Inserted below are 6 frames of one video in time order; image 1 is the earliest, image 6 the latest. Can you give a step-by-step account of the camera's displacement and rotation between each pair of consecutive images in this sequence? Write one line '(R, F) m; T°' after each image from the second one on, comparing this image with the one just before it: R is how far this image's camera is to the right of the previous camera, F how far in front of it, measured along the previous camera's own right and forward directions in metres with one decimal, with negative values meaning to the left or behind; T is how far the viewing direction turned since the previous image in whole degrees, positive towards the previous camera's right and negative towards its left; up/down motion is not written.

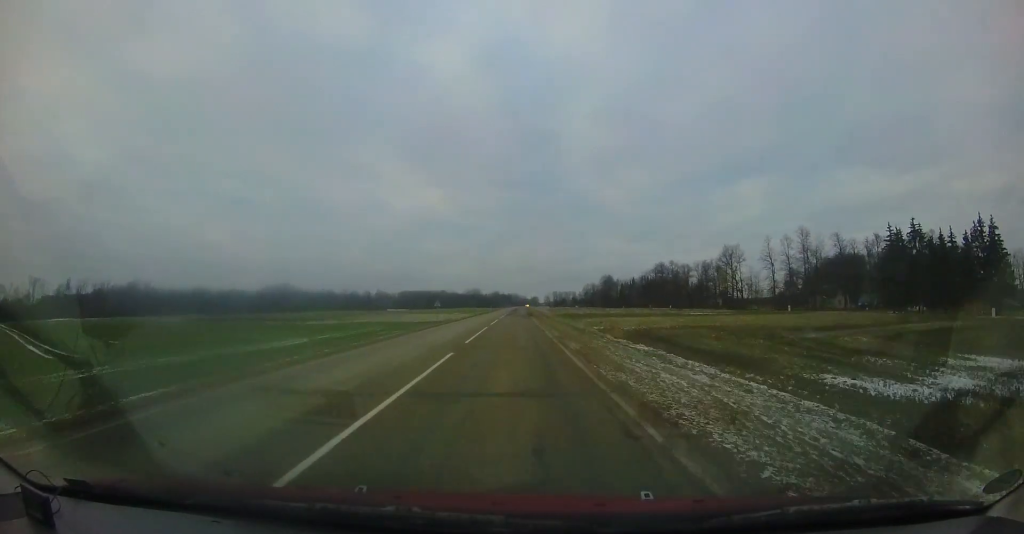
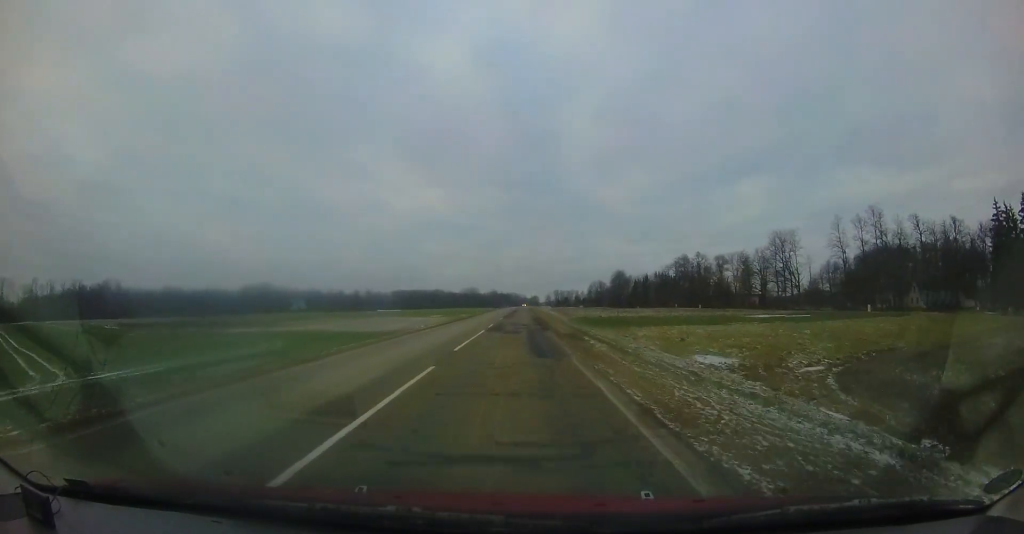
(+0.2, +26.3) m; +1°
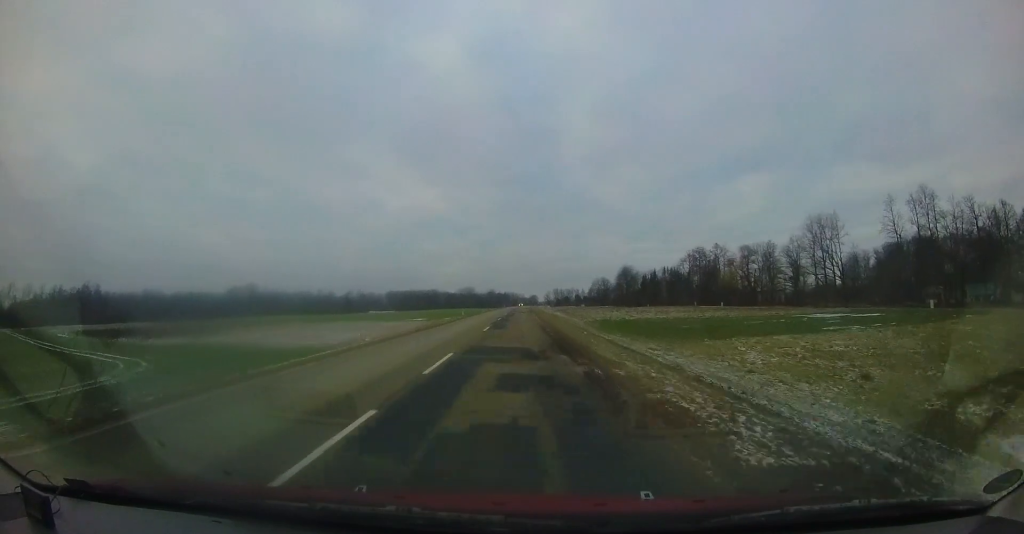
(0.0, +15.9) m; 0°
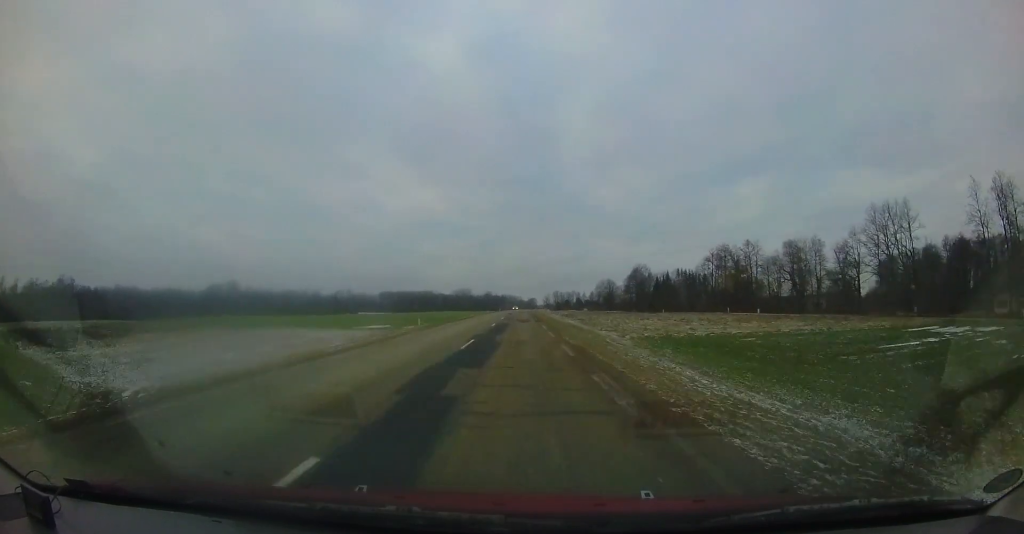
(-0.2, +20.1) m; 0°
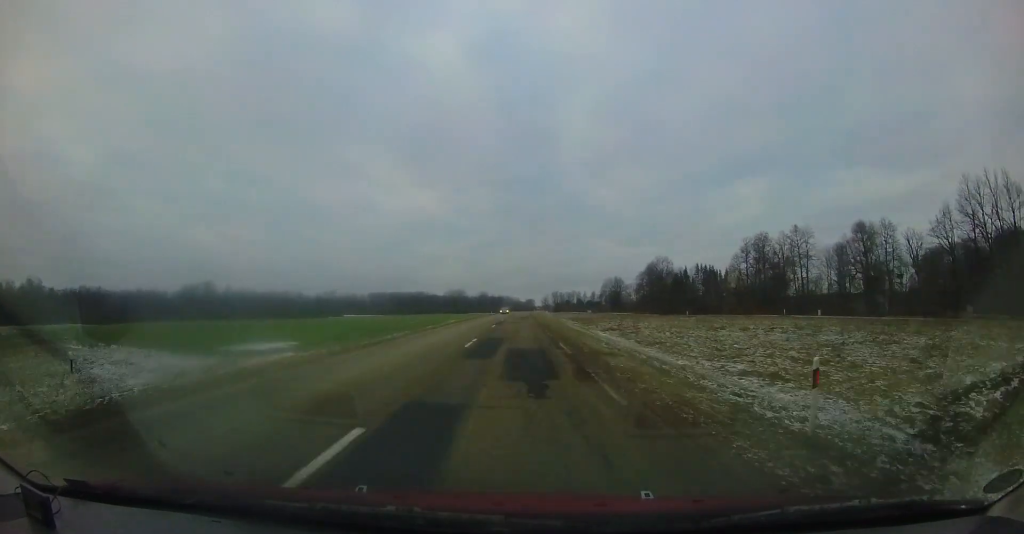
(+0.7, +23.3) m; +3°
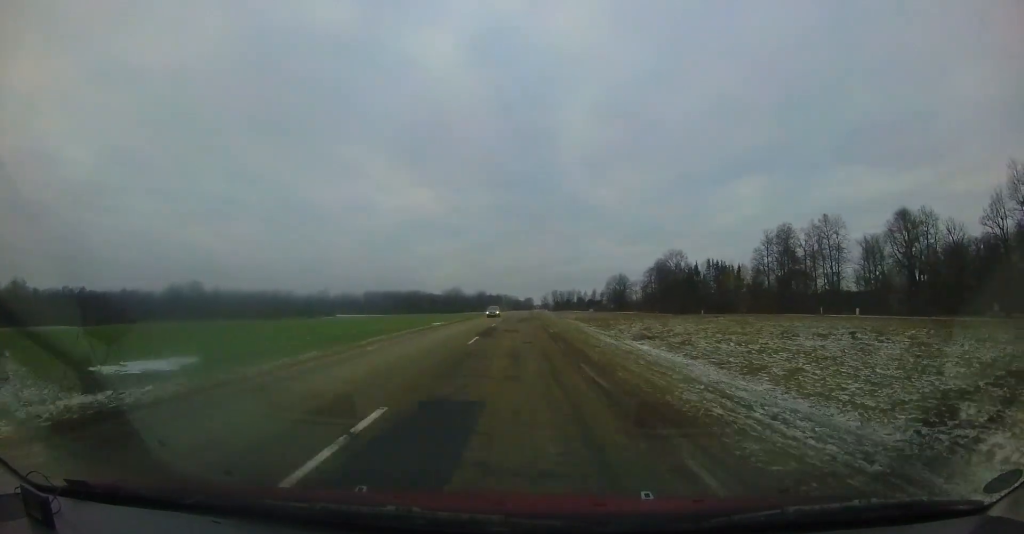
(+0.4, +11.0) m; 0°
